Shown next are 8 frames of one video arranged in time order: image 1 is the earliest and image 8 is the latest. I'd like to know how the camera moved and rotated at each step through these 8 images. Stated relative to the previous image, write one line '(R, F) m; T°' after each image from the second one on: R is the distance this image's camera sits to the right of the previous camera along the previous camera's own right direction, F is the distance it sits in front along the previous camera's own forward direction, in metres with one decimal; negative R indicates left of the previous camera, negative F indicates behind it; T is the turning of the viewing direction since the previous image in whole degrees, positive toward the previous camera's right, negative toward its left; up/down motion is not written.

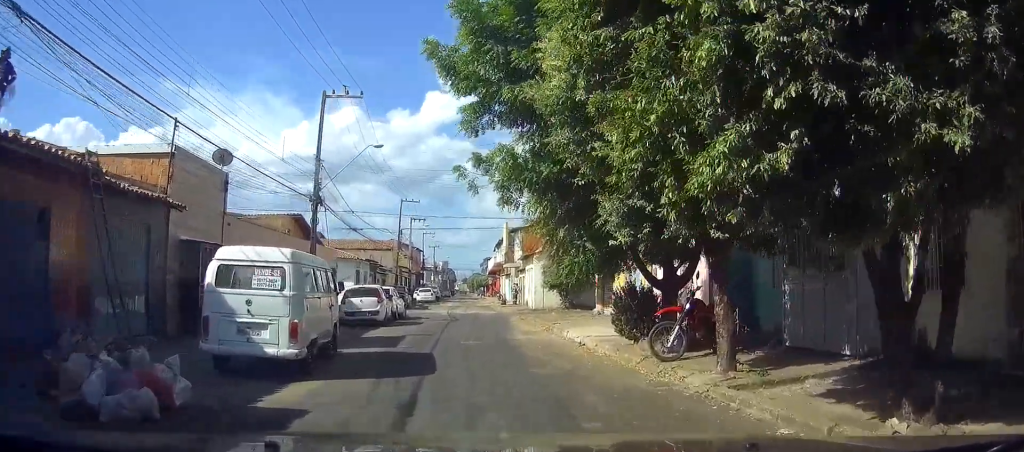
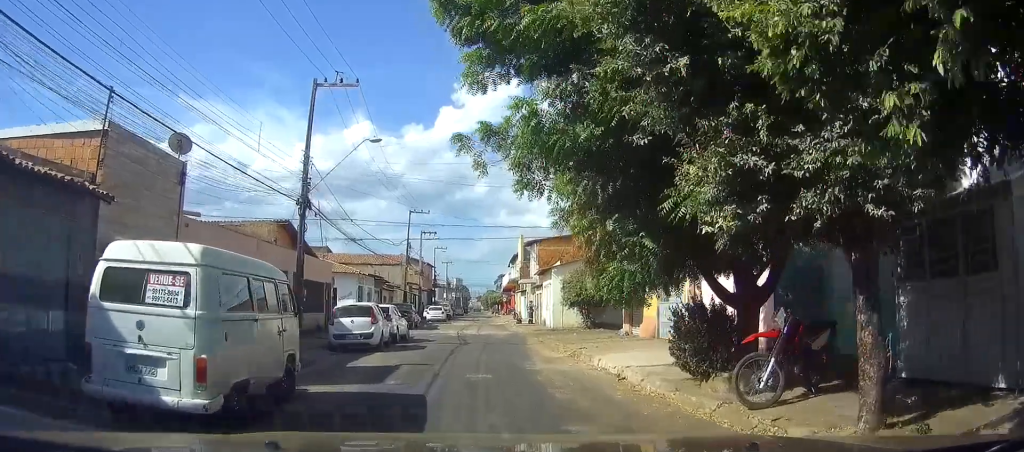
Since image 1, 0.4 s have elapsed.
(0.0, +3.3) m; 0°
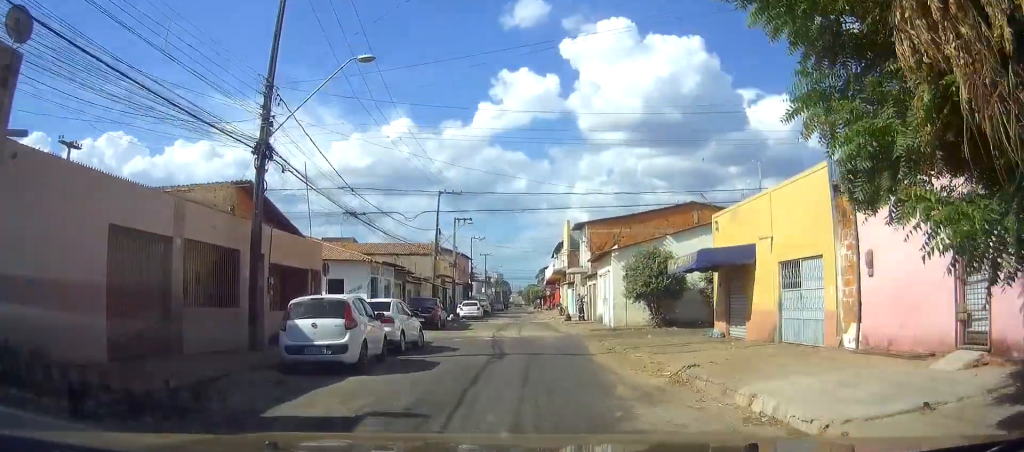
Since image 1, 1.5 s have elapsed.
(0.0, +8.0) m; -1°
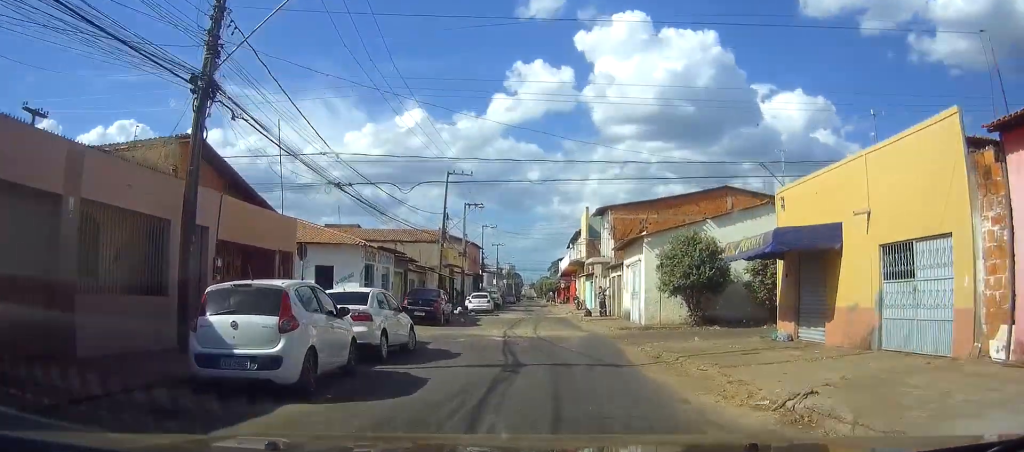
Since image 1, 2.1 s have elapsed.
(0.0, +4.6) m; -1°
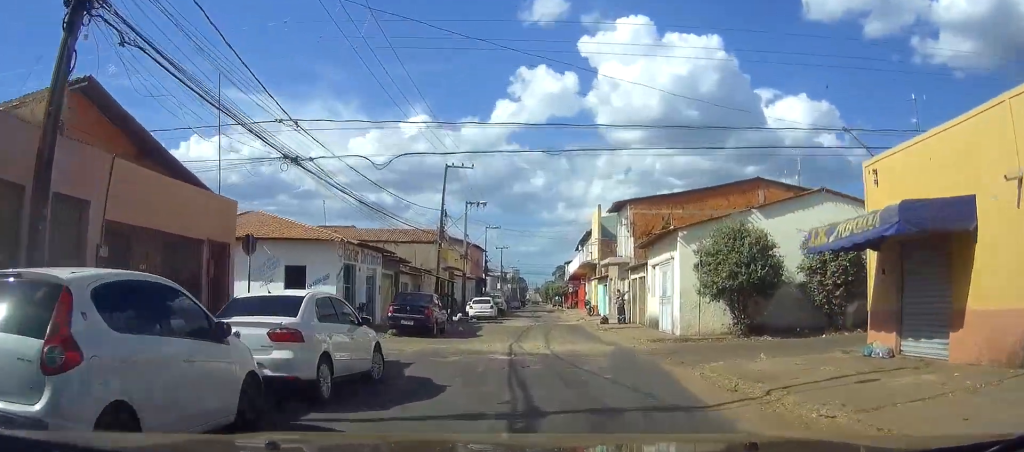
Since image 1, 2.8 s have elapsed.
(-0.1, +4.9) m; 0°
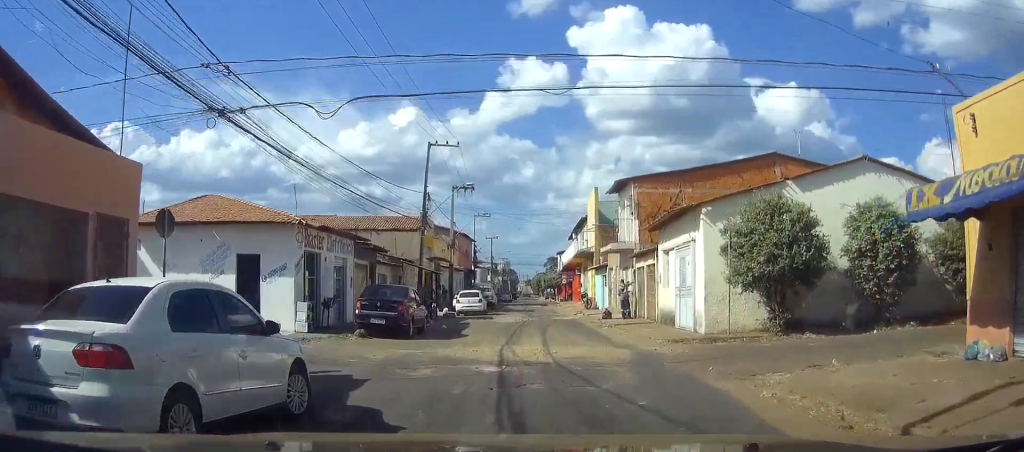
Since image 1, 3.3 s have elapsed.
(-0.1, +3.8) m; 0°
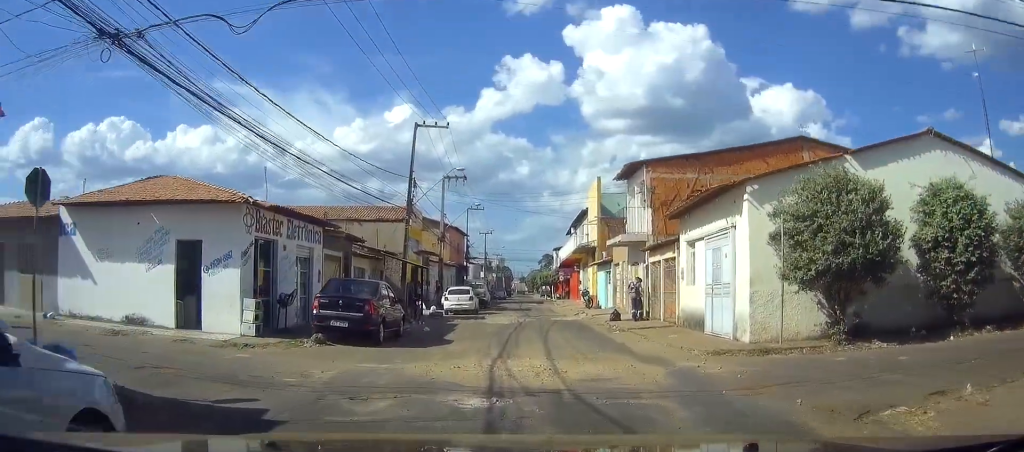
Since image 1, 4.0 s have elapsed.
(+0.2, +4.1) m; 0°
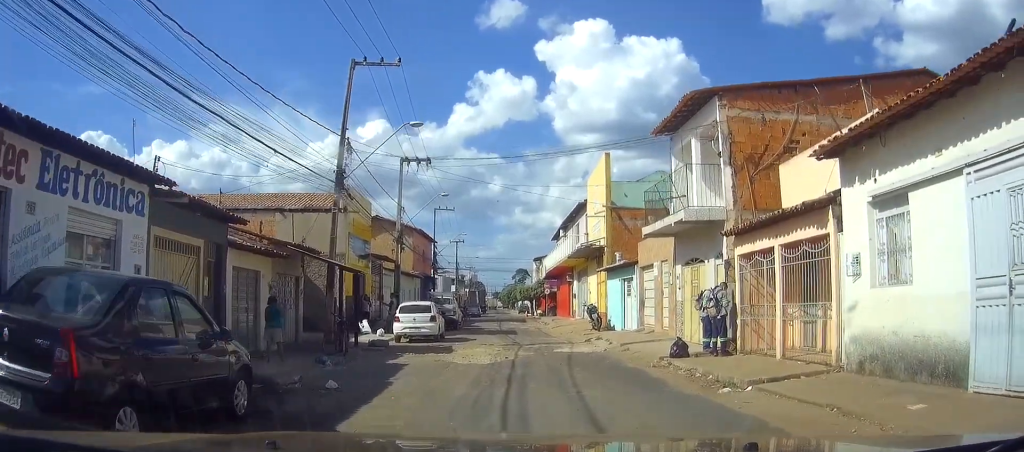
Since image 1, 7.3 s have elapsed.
(-0.4, +12.5) m; -1°
